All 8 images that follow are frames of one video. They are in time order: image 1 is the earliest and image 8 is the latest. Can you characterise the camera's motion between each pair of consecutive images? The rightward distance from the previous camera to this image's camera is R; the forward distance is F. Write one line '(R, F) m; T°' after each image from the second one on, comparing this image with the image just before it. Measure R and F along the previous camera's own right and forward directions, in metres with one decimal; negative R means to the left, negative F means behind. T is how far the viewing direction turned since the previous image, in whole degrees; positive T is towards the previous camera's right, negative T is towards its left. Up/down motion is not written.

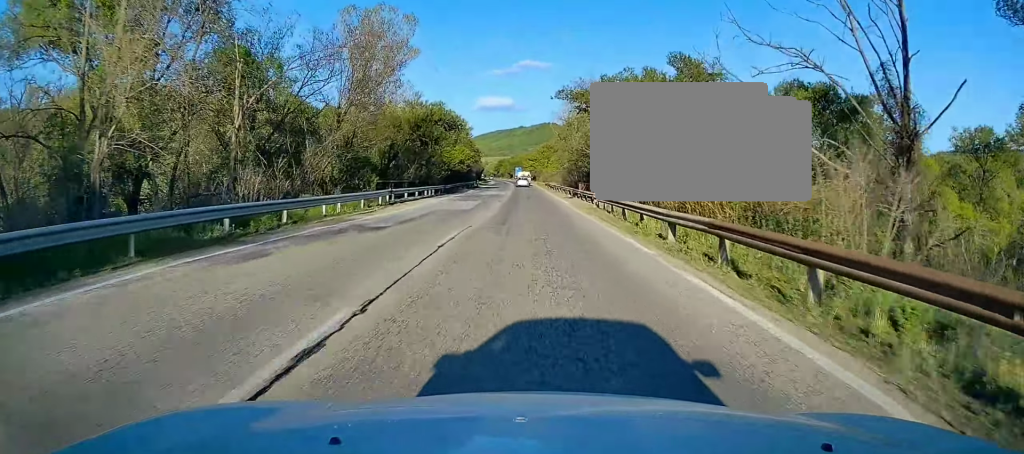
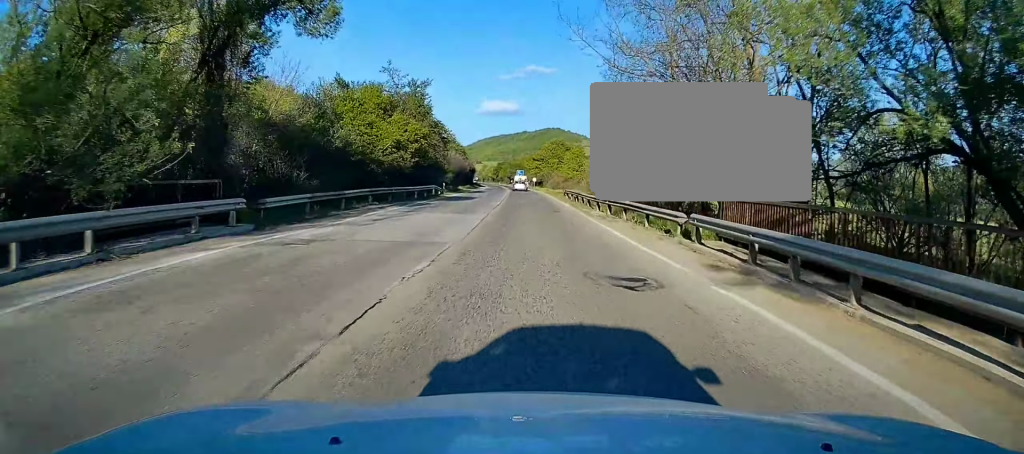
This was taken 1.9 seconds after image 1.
(-0.4, +41.6) m; +1°
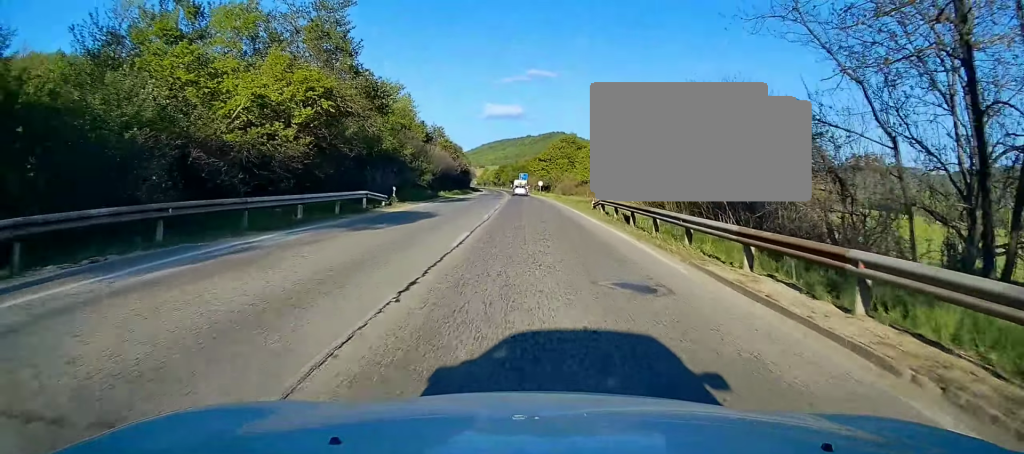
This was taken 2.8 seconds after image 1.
(0.0, +21.3) m; 0°
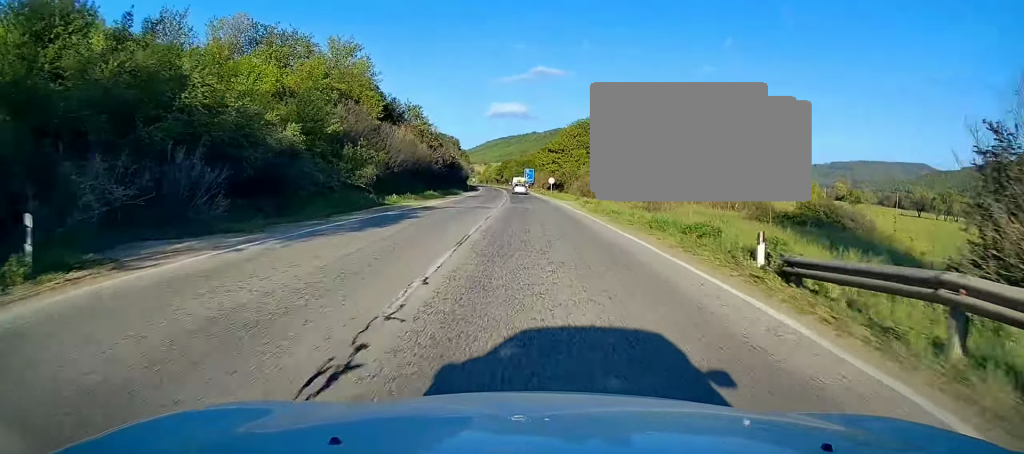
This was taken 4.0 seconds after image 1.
(-0.2, +24.8) m; -1°
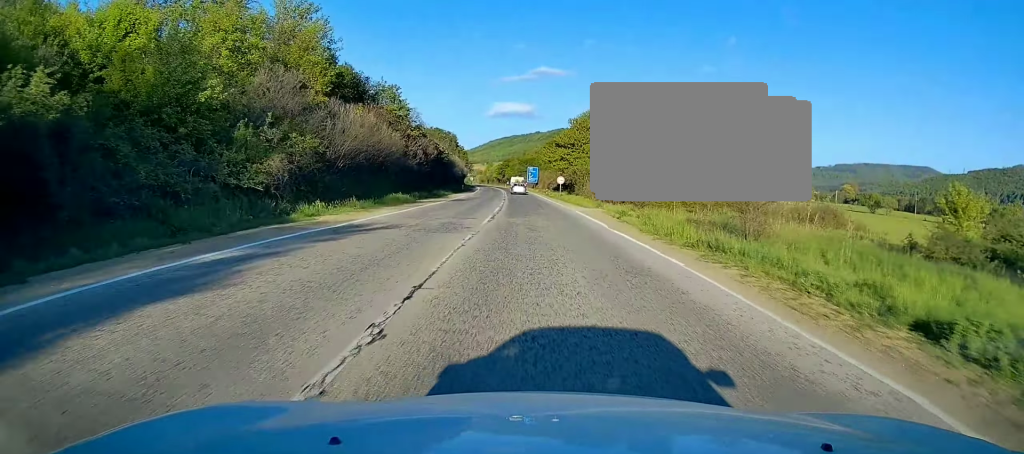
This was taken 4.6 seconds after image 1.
(-0.3, +14.5) m; 0°
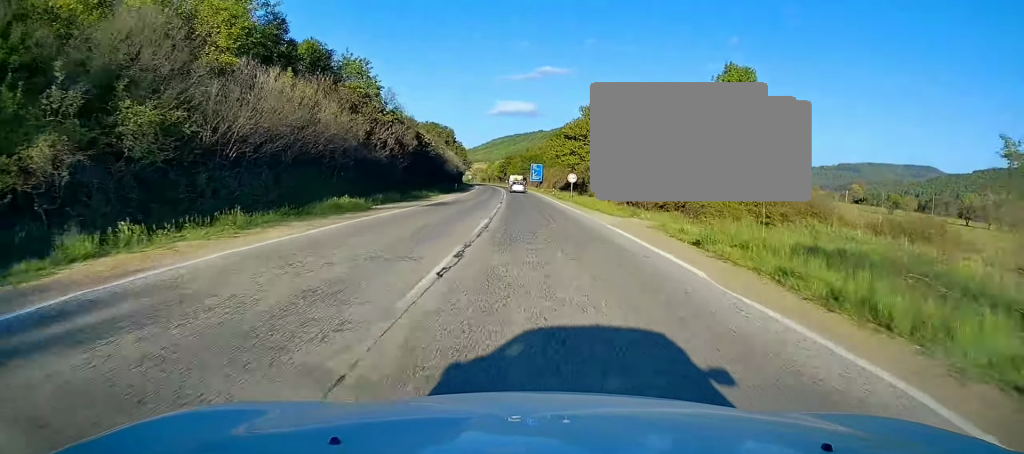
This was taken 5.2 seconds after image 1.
(+0.3, +12.2) m; -1°
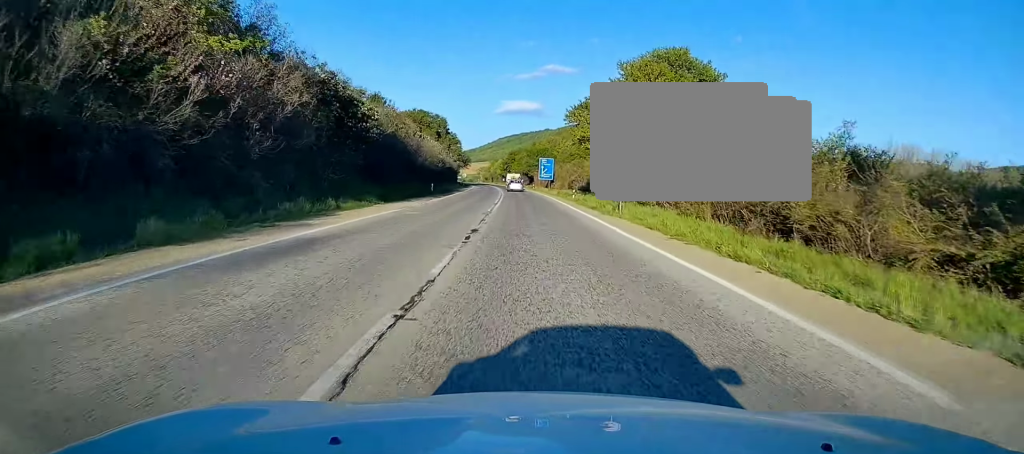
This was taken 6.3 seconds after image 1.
(-0.4, +24.4) m; -1°
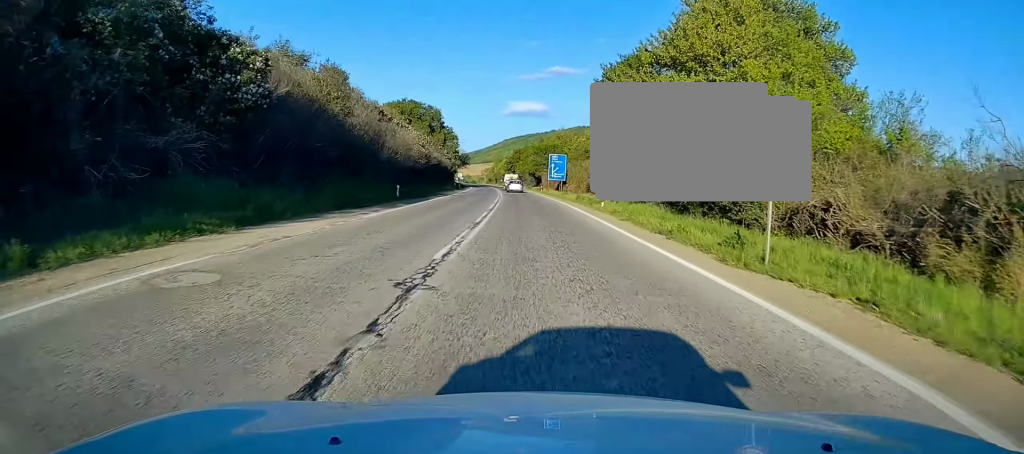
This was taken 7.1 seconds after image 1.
(-0.1, +16.6) m; 0°
